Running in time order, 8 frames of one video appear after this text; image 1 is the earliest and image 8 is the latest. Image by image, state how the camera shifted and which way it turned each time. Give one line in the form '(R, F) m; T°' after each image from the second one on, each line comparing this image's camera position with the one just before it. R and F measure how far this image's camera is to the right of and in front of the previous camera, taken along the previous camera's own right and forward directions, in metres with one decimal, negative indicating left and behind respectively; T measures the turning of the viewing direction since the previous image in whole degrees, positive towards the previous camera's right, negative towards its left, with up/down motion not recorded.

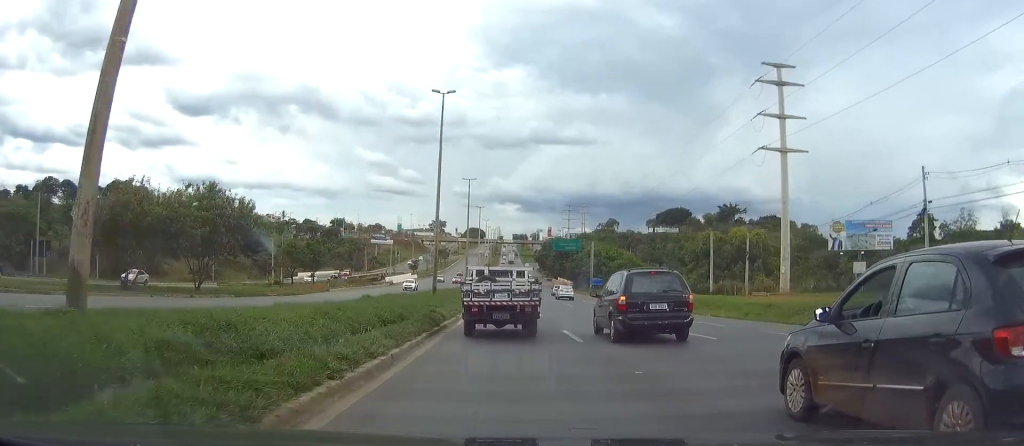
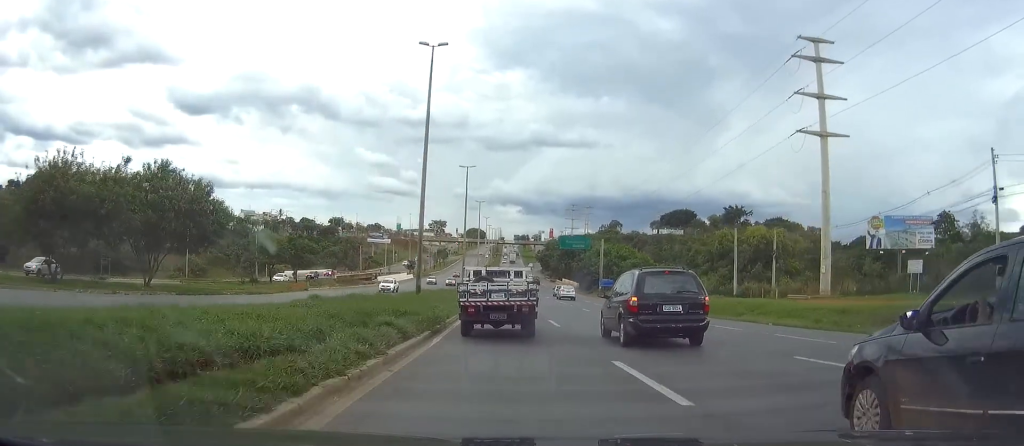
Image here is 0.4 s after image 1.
(0.0, +9.5) m; 0°
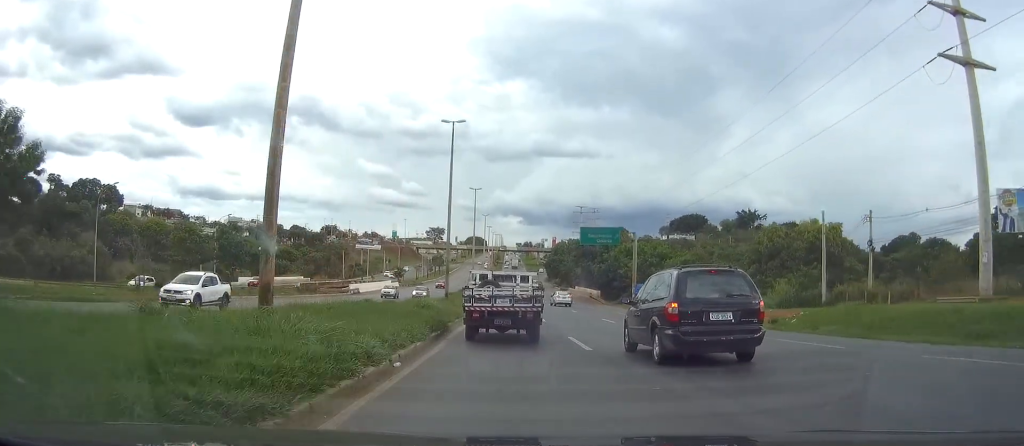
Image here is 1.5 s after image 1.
(-0.1, +24.4) m; 0°
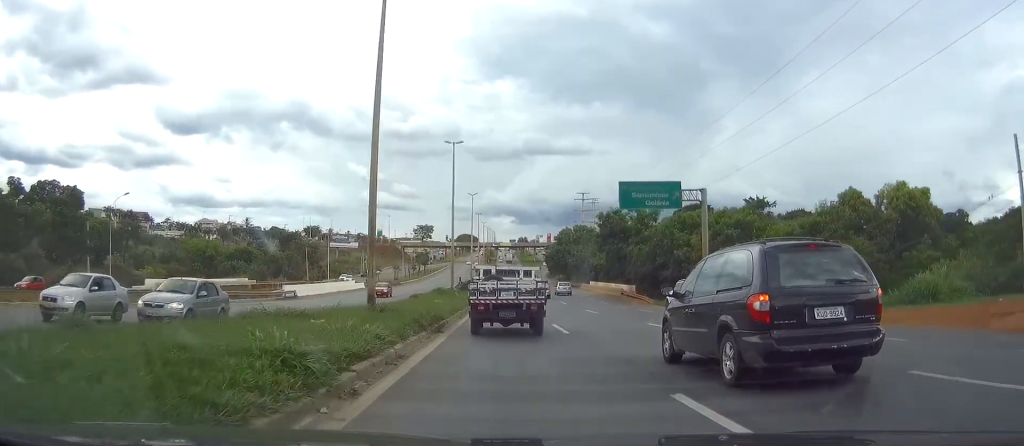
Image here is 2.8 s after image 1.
(+0.1, +29.2) m; 0°
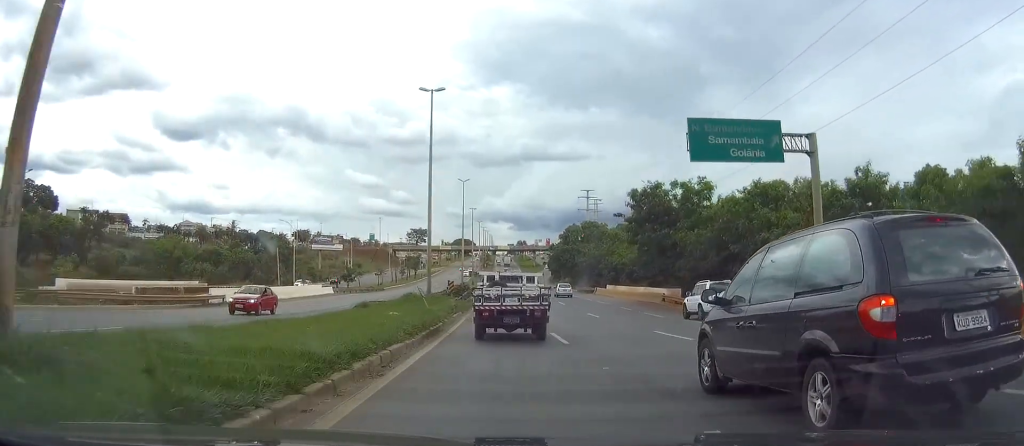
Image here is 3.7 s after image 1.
(0.0, +18.8) m; 0°
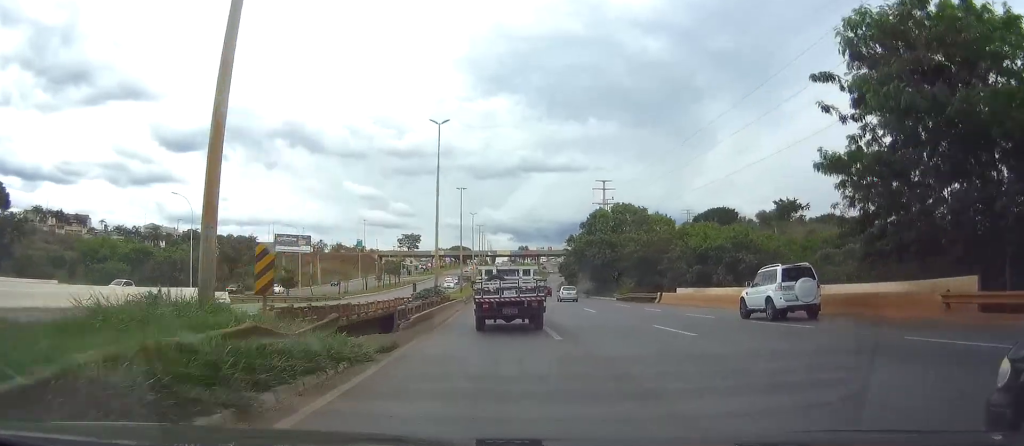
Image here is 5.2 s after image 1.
(0.0, +34.8) m; 0°
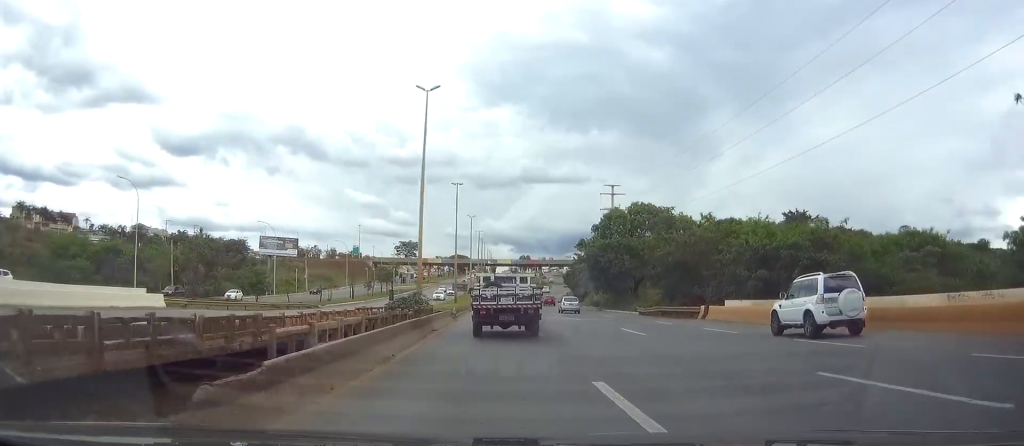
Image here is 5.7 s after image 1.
(0.0, +11.4) m; 0°
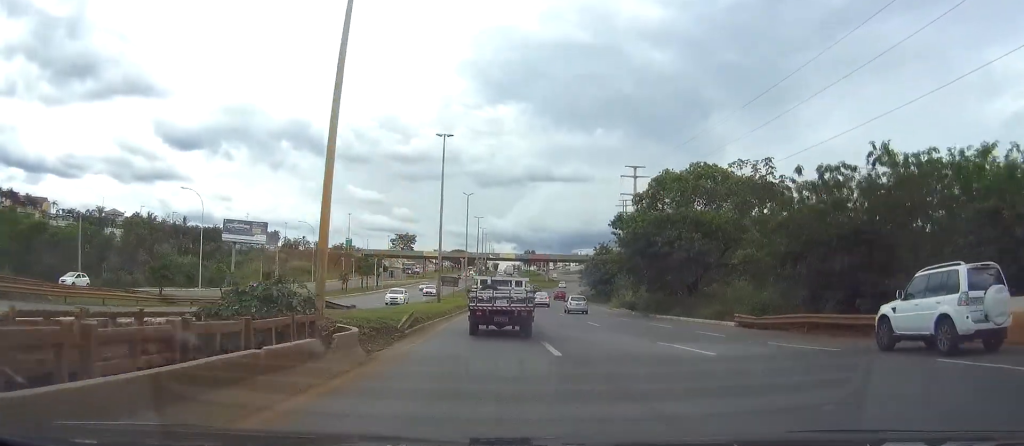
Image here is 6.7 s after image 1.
(0.0, +23.7) m; 0°
